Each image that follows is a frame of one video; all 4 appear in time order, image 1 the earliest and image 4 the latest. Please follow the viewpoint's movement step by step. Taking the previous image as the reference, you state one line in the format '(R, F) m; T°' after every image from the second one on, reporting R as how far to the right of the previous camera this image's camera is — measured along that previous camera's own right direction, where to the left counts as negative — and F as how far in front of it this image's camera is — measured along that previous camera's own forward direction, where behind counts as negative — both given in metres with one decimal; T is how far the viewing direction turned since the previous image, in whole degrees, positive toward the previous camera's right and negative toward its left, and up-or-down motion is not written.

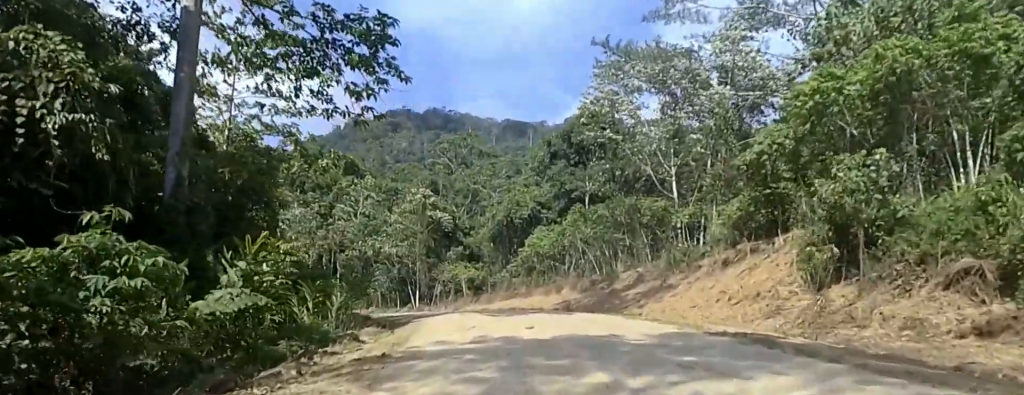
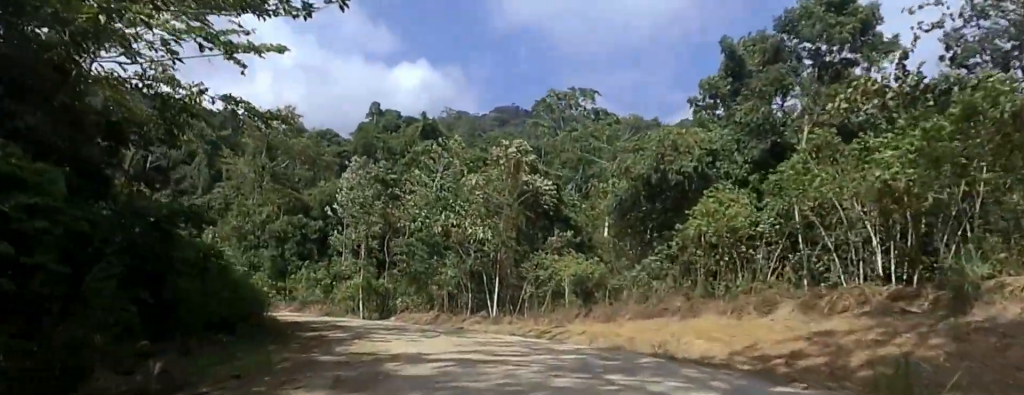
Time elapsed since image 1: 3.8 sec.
(-1.5, +26.6) m; -12°
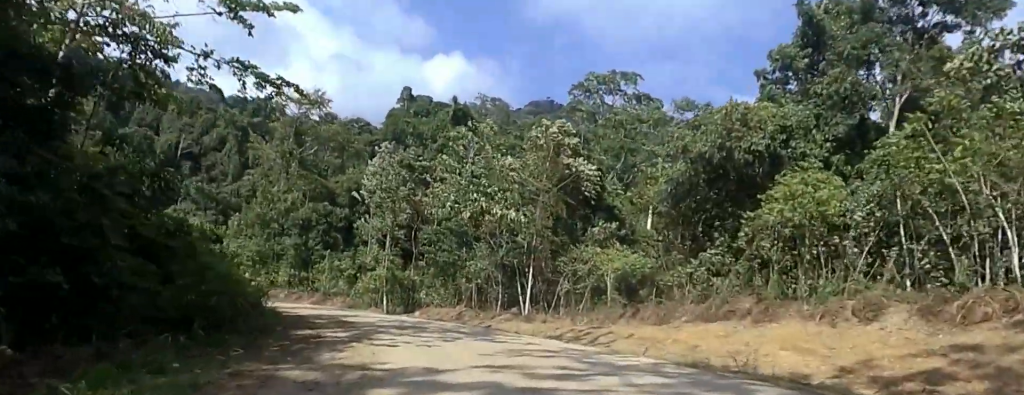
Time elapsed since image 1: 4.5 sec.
(-0.2, +4.8) m; -3°
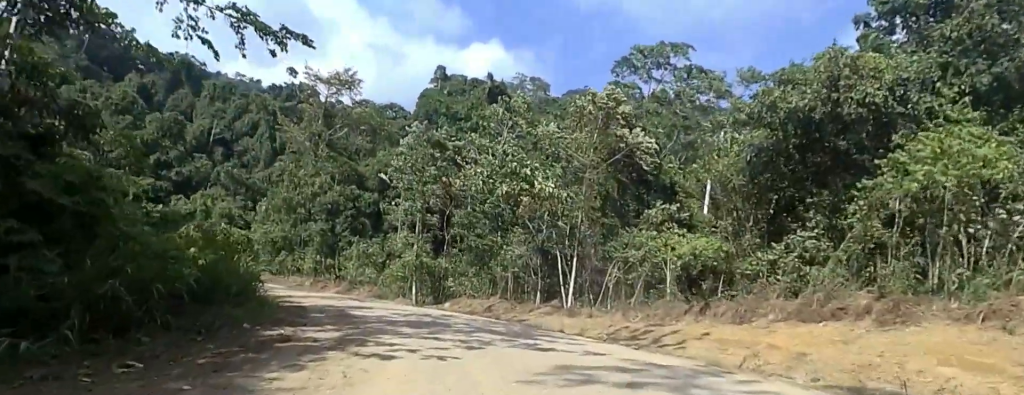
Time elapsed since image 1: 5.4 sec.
(0.0, +5.8) m; -1°
